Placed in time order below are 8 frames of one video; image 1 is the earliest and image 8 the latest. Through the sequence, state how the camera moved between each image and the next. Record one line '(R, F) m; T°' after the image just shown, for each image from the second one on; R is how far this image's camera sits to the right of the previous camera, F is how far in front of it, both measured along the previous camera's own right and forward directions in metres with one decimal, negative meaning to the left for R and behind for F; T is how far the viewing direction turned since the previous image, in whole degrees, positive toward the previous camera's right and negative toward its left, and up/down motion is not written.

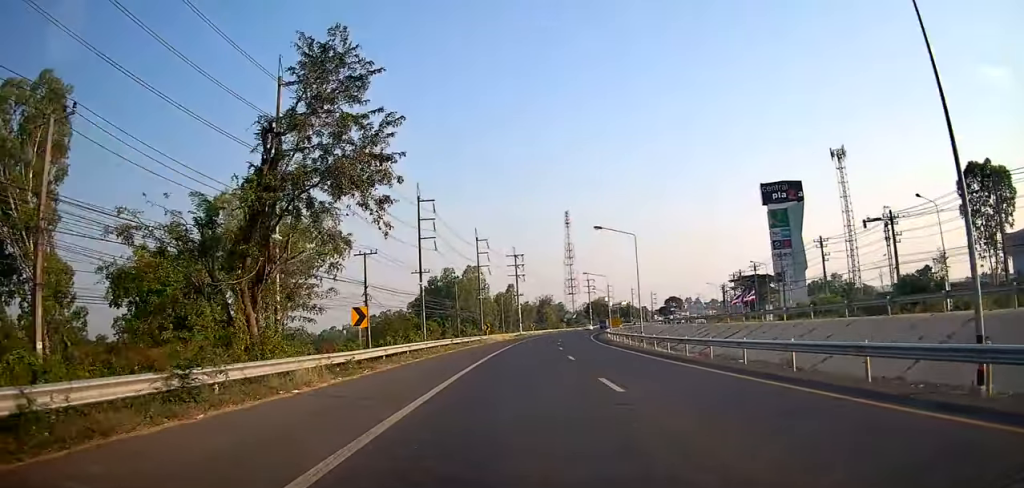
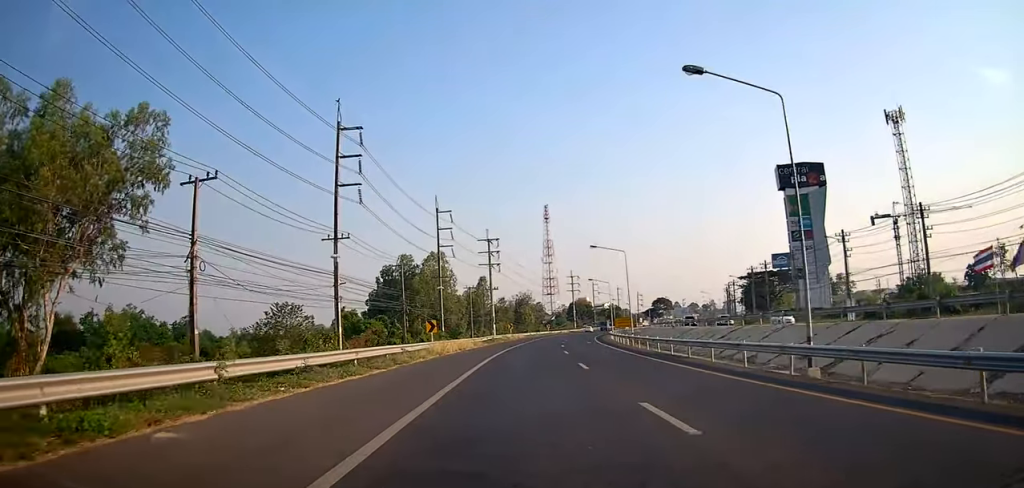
(0.0, +28.4) m; 0°
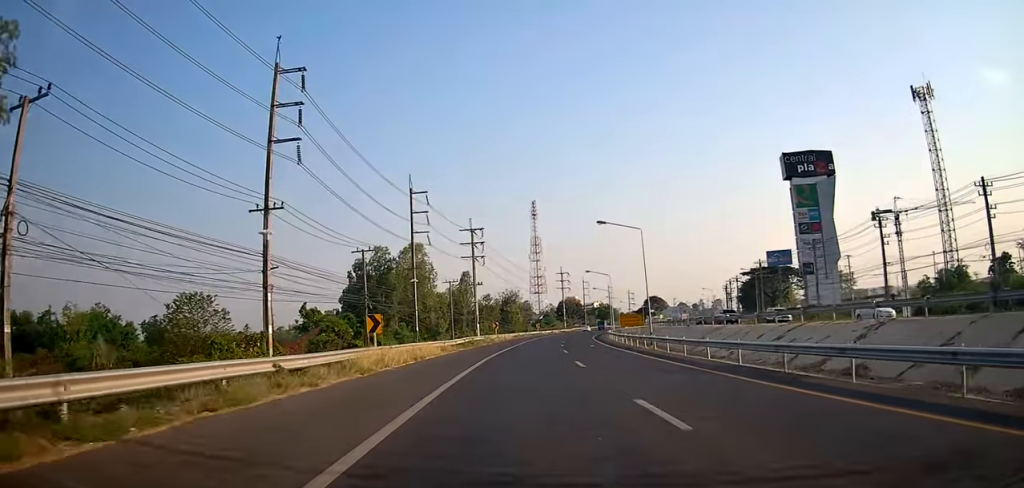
(+0.2, +11.7) m; +1°
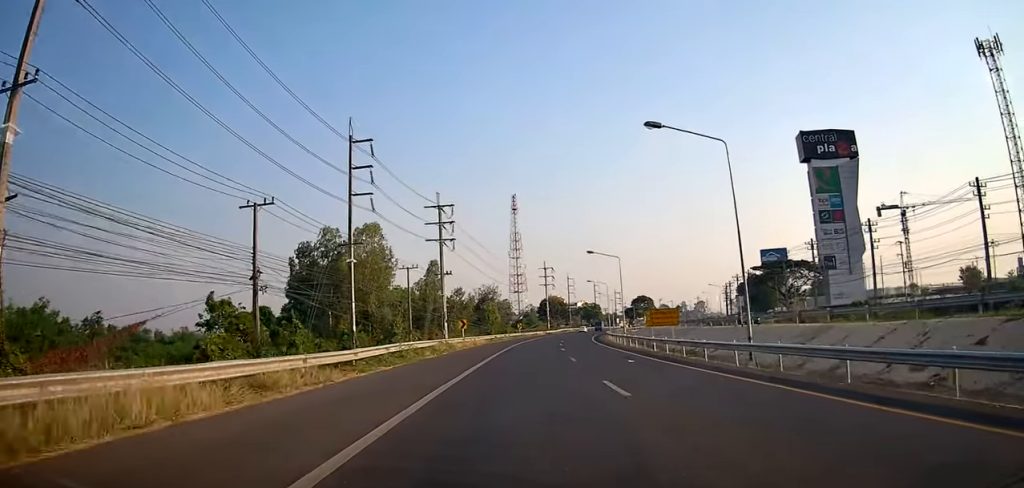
(+0.6, +20.2) m; +3°
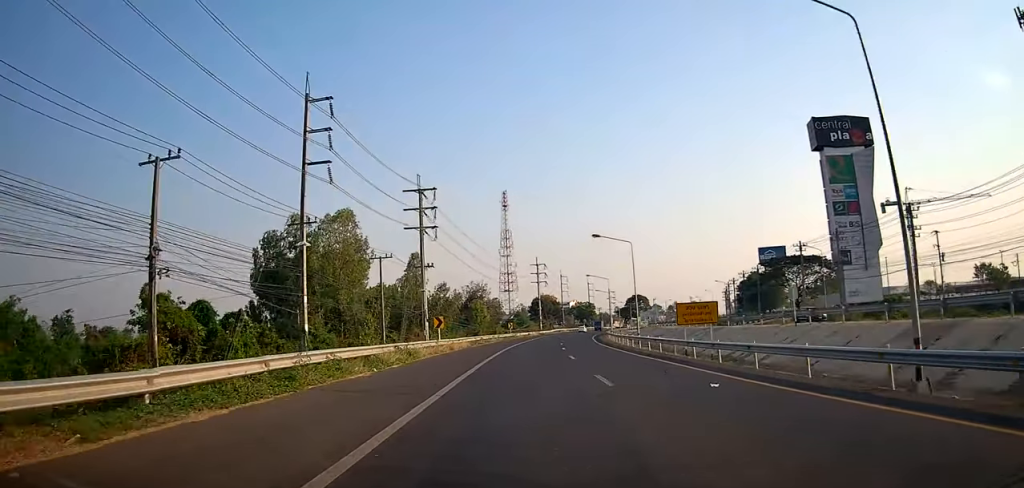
(-0.1, +10.0) m; +1°
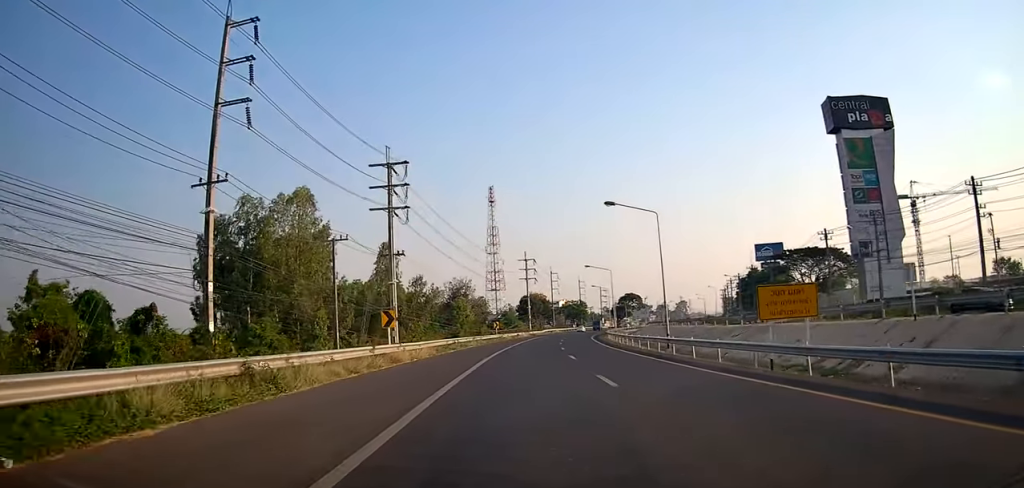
(+0.5, +12.2) m; +2°
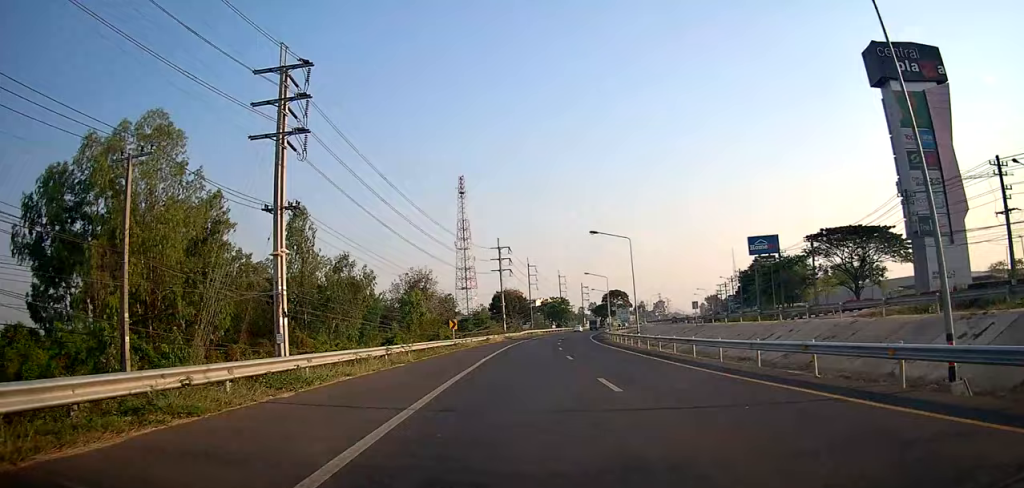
(+0.3, +25.1) m; +1°
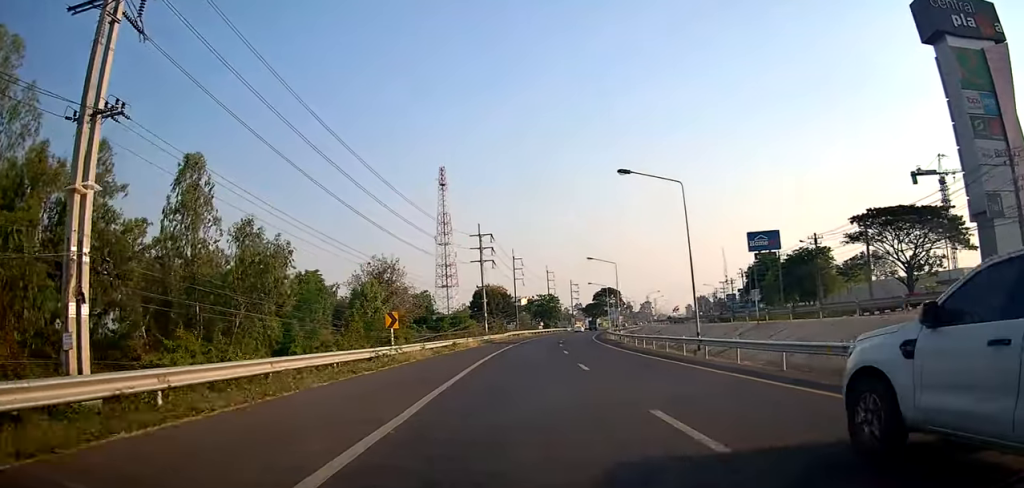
(0.0, +18.0) m; 0°
